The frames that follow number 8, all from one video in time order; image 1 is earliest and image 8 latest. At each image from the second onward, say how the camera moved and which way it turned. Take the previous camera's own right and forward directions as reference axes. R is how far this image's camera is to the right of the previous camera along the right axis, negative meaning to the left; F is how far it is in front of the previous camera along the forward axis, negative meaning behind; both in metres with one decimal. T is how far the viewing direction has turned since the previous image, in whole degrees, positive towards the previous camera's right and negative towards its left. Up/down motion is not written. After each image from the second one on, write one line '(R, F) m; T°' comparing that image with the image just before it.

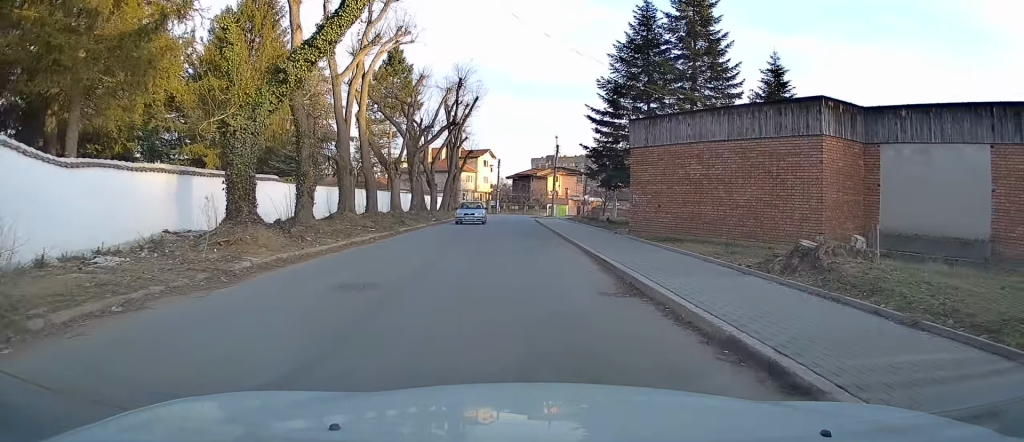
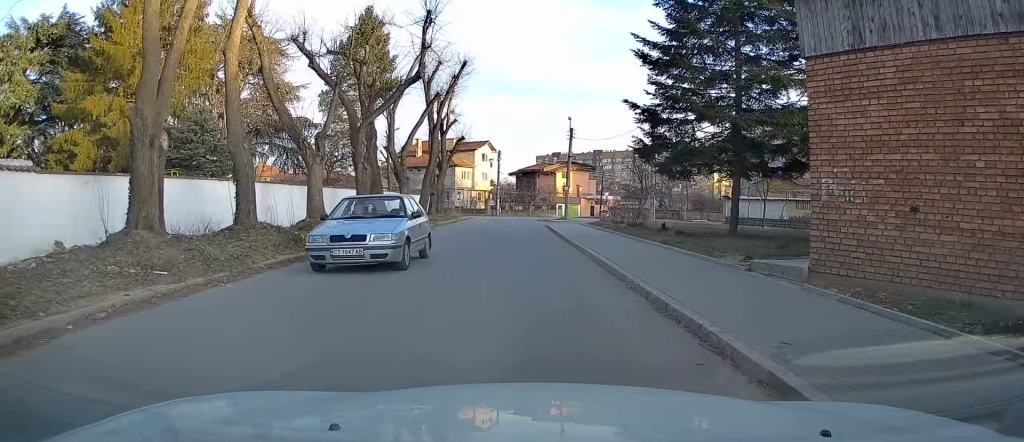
(+0.4, +14.6) m; -1°
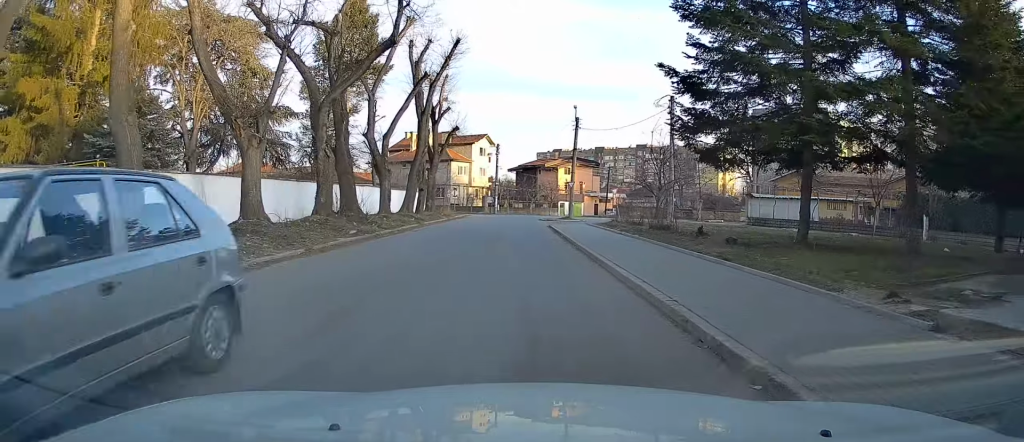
(-0.2, +5.2) m; 0°
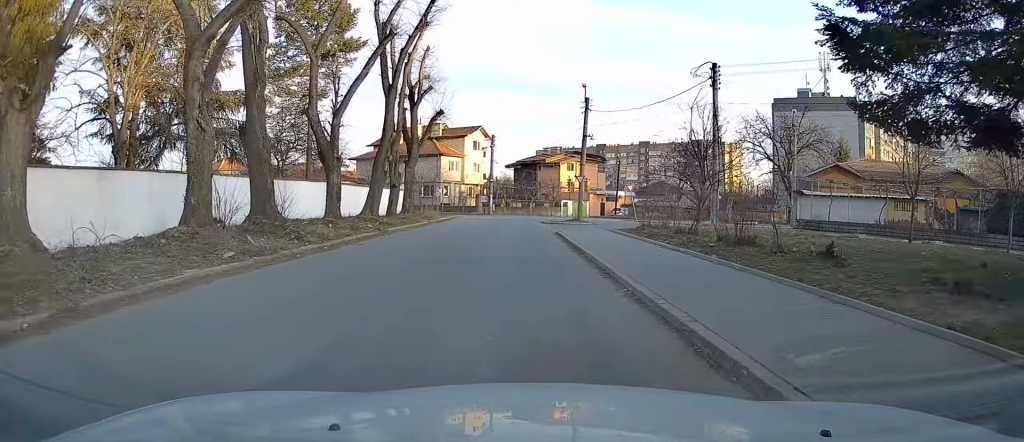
(-0.1, +8.6) m; +1°
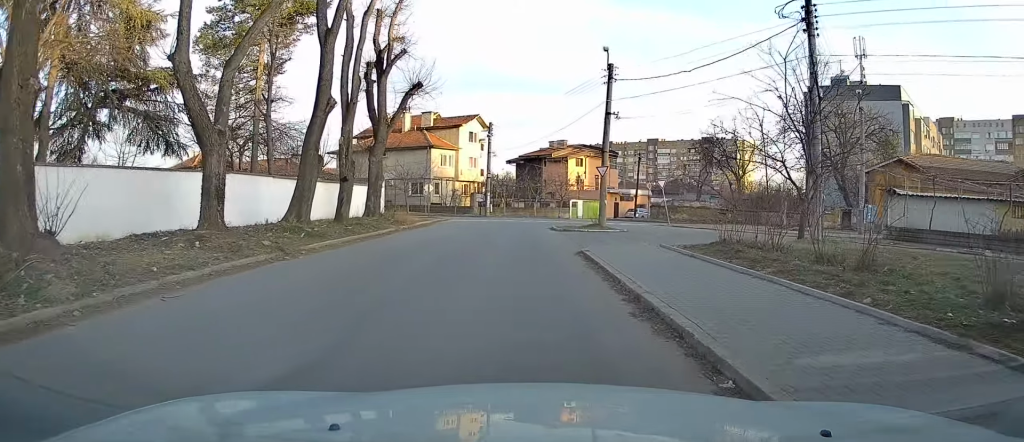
(+0.3, +9.7) m; +1°
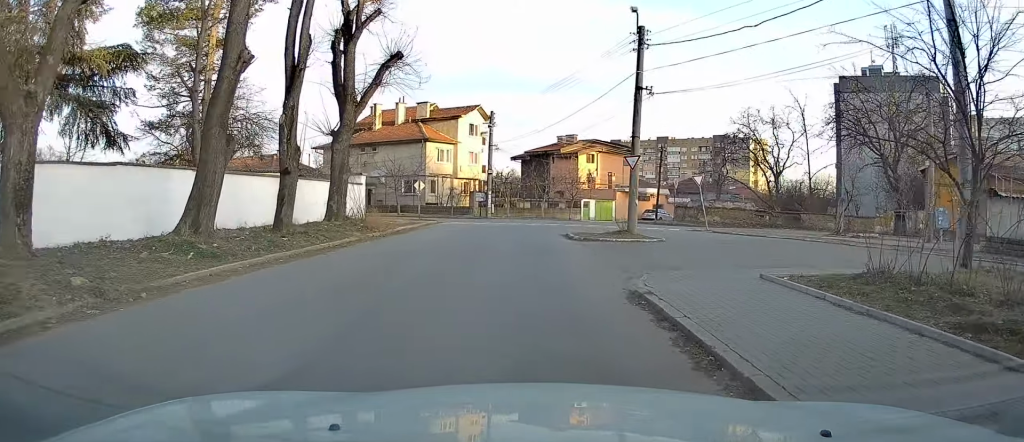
(-0.1, +6.6) m; -1°
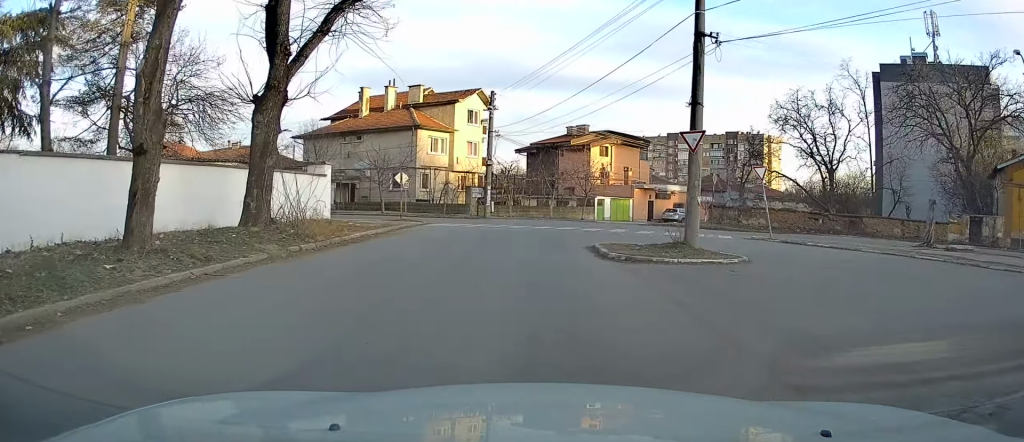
(0.0, +7.3) m; 0°
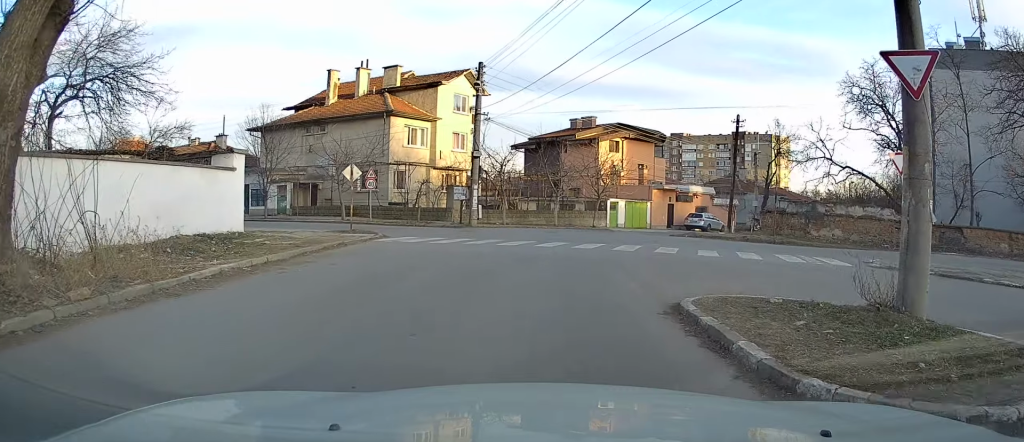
(+0.2, +9.1) m; +2°
